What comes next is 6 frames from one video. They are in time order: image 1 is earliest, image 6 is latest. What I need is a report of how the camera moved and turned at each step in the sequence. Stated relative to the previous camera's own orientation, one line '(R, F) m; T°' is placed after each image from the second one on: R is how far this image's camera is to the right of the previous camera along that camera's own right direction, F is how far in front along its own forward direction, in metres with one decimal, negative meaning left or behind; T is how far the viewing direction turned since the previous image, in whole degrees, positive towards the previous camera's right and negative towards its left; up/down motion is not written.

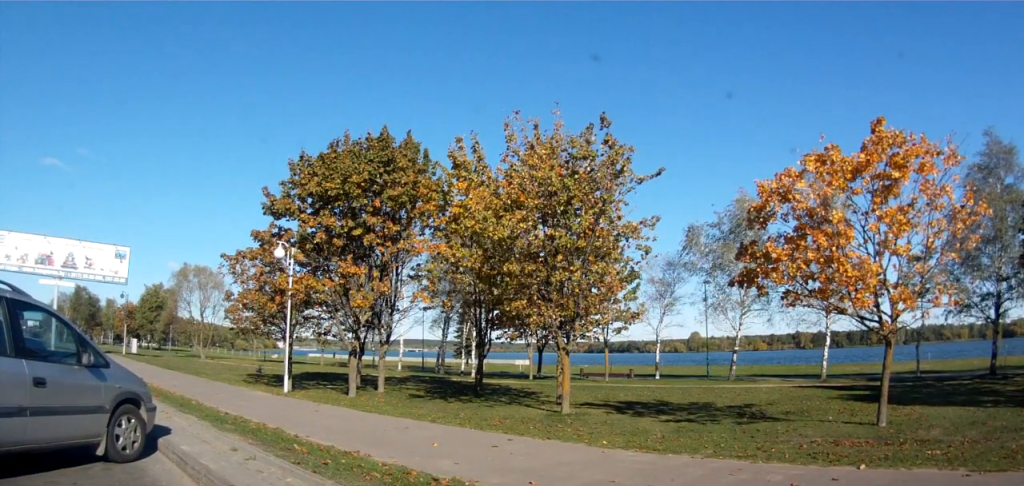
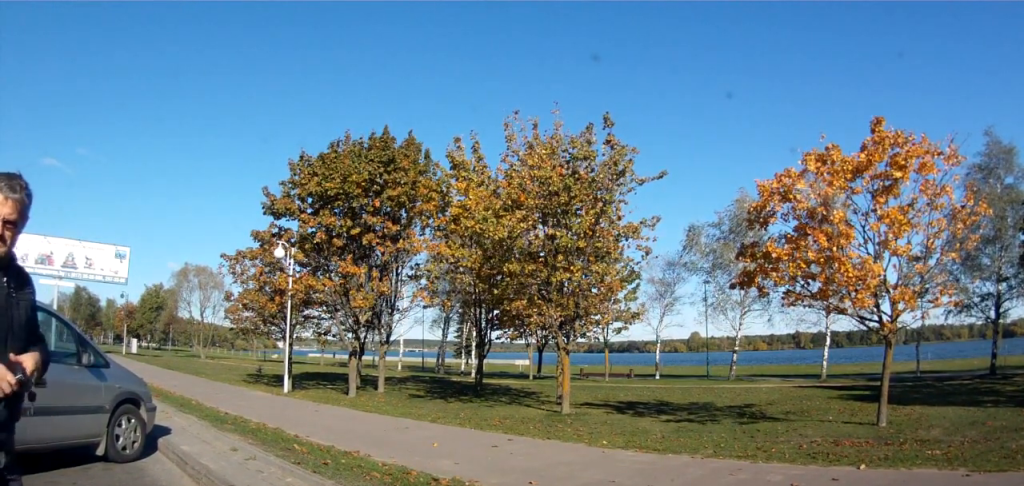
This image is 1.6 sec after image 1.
(0.0, 0.0) m; 0°
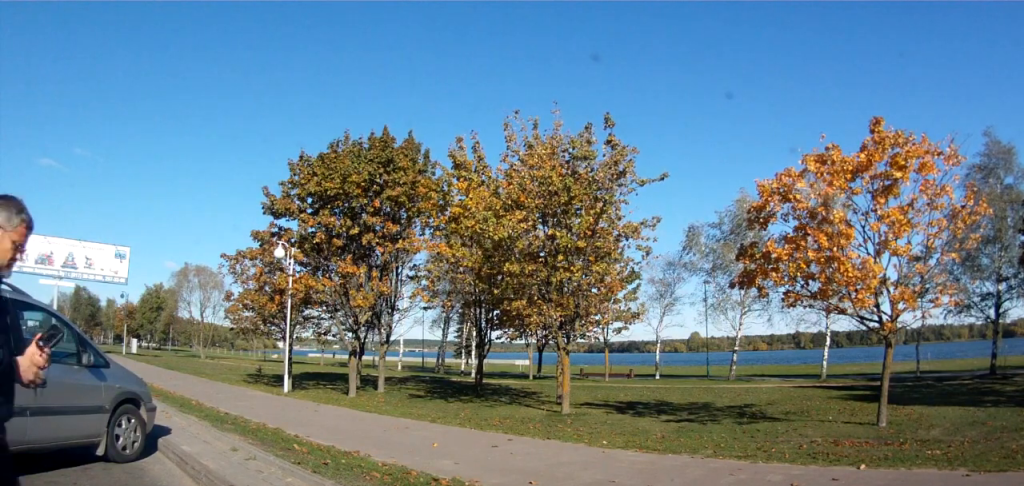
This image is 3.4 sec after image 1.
(0.0, 0.0) m; 0°
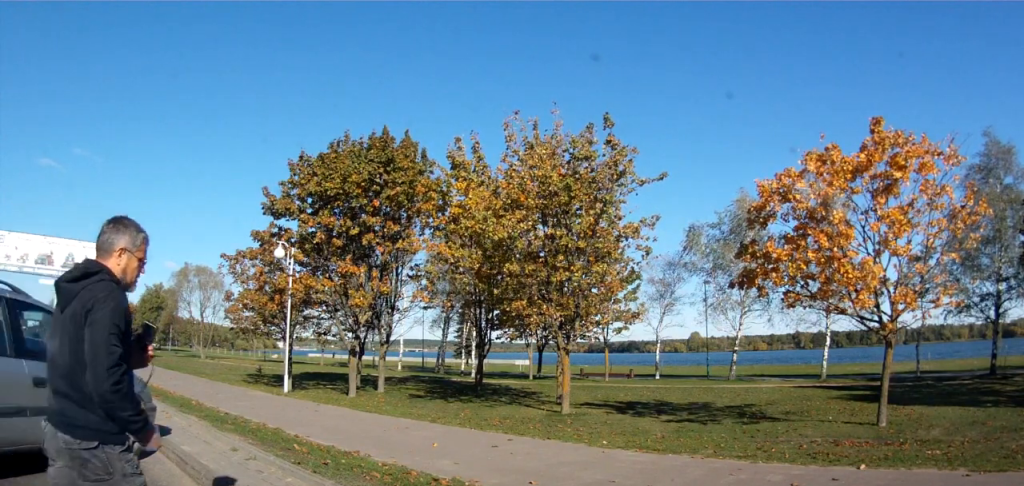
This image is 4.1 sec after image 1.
(0.0, 0.0) m; 0°
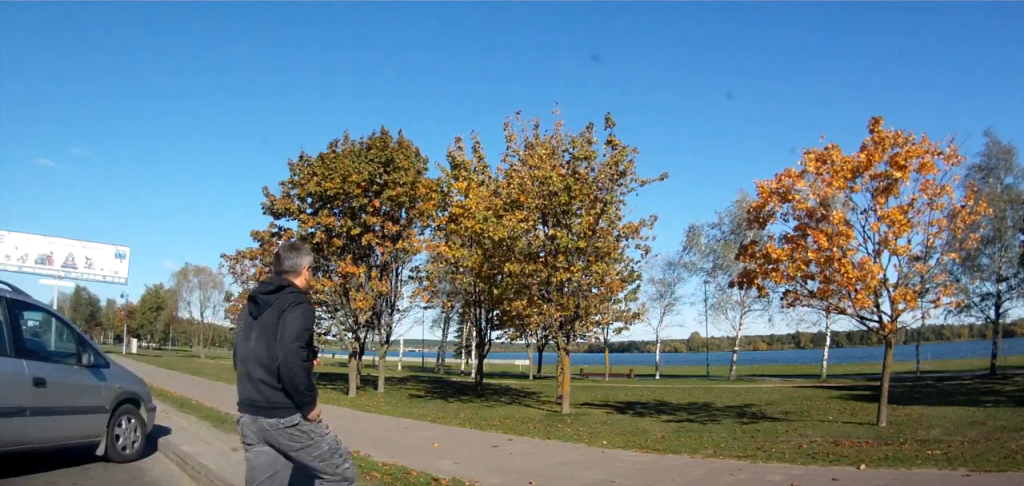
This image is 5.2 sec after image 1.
(0.0, 0.0) m; 0°
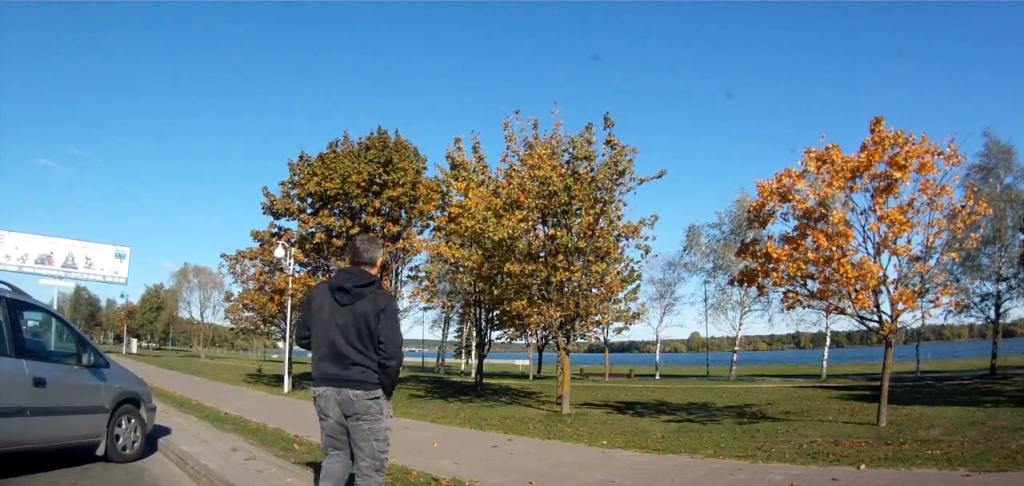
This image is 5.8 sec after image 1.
(0.0, 0.0) m; 0°
